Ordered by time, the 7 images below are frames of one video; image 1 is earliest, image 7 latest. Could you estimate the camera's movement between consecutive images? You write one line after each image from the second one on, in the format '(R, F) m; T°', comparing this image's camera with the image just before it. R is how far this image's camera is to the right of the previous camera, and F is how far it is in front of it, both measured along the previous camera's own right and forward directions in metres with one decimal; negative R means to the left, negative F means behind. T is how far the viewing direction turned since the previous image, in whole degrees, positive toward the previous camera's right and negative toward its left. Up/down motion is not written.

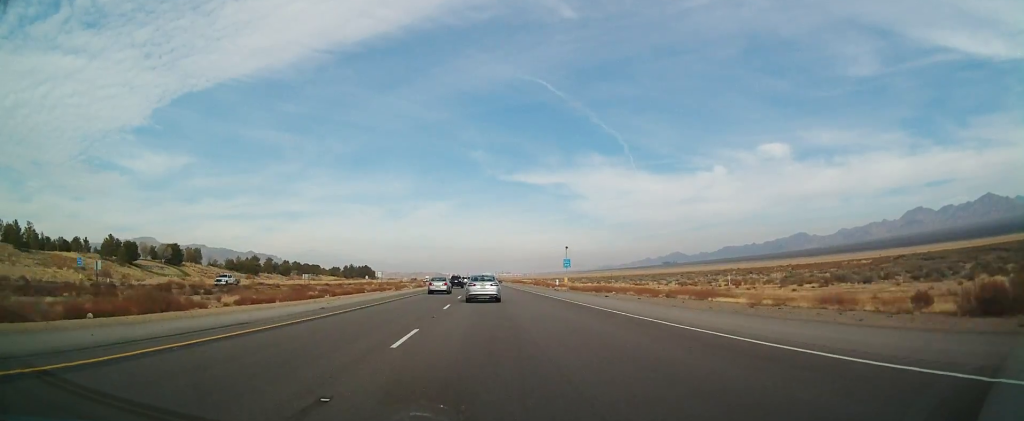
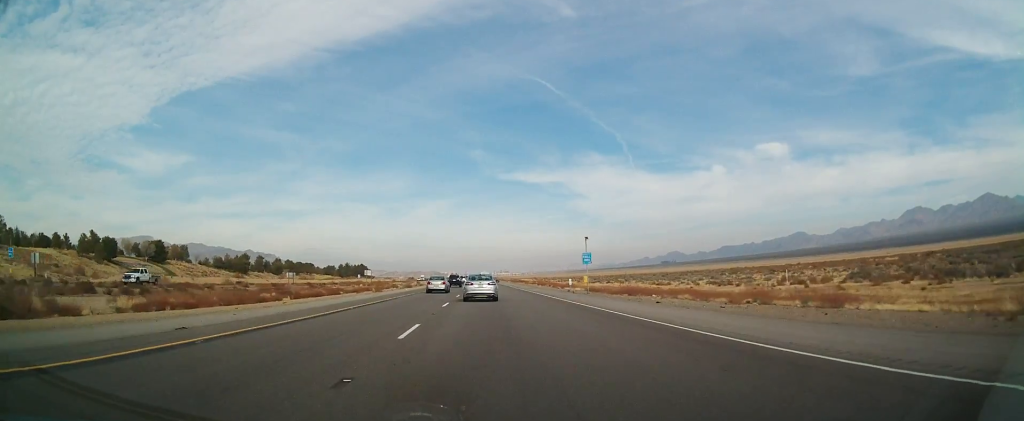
(0.0, +13.4) m; 0°
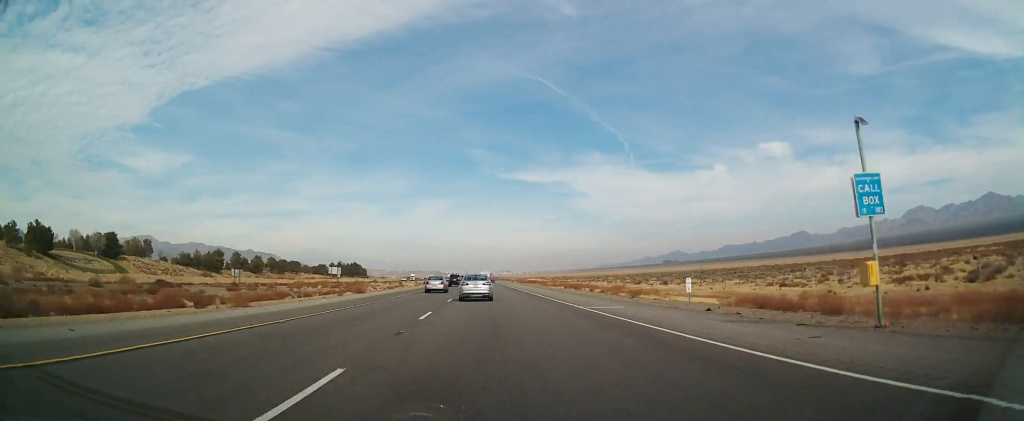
(+0.2, +37.7) m; 0°
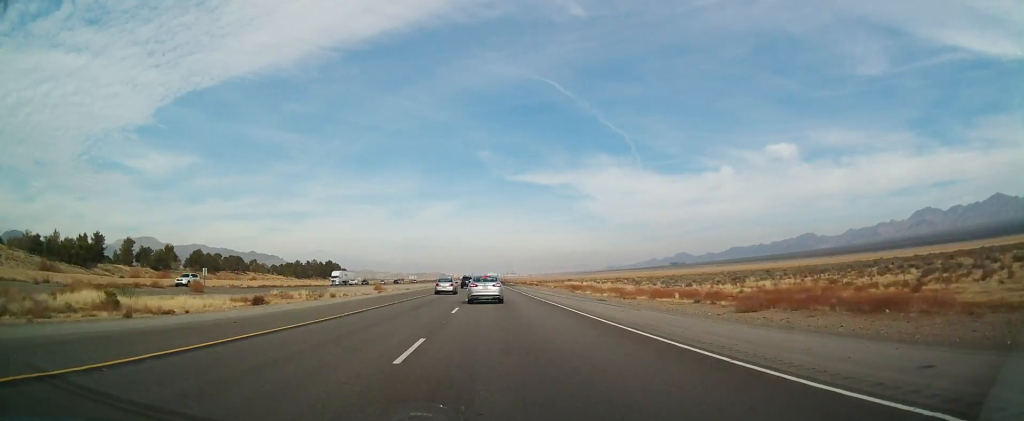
(-1.1, +111.9) m; -1°
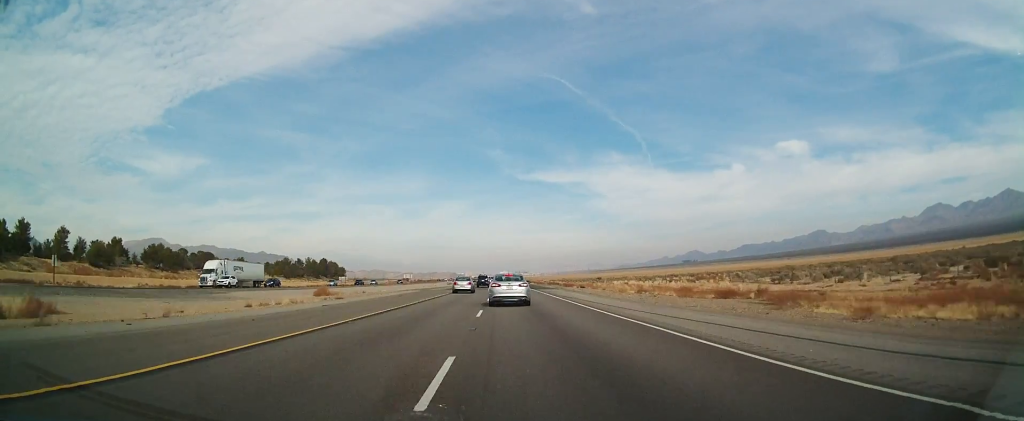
(0.0, +46.5) m; 0°
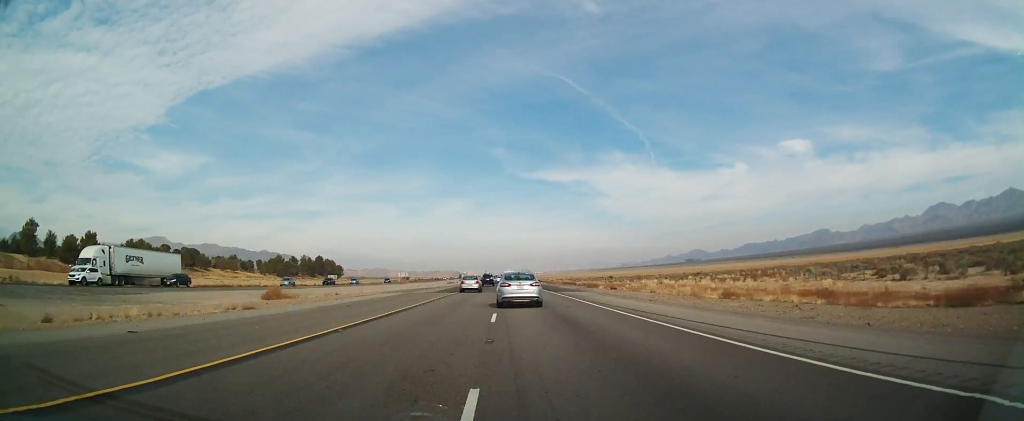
(+0.1, +17.1) m; 0°
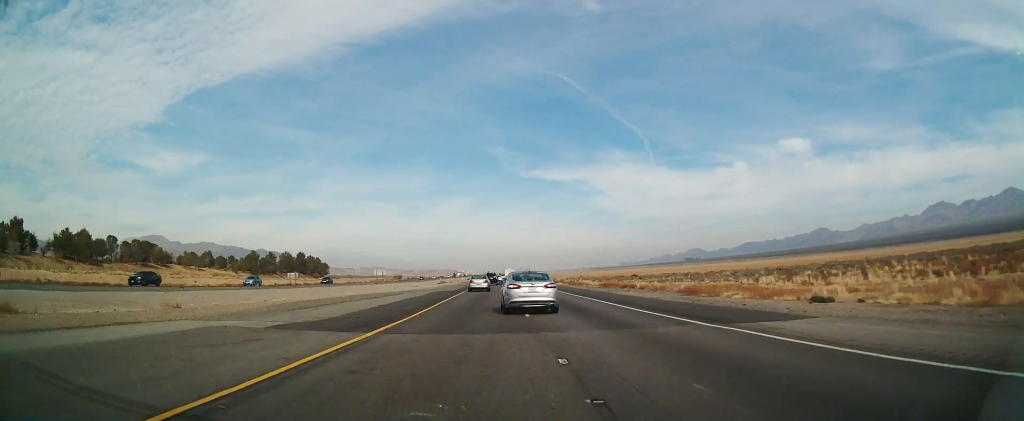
(-0.4, +38.2) m; -1°
